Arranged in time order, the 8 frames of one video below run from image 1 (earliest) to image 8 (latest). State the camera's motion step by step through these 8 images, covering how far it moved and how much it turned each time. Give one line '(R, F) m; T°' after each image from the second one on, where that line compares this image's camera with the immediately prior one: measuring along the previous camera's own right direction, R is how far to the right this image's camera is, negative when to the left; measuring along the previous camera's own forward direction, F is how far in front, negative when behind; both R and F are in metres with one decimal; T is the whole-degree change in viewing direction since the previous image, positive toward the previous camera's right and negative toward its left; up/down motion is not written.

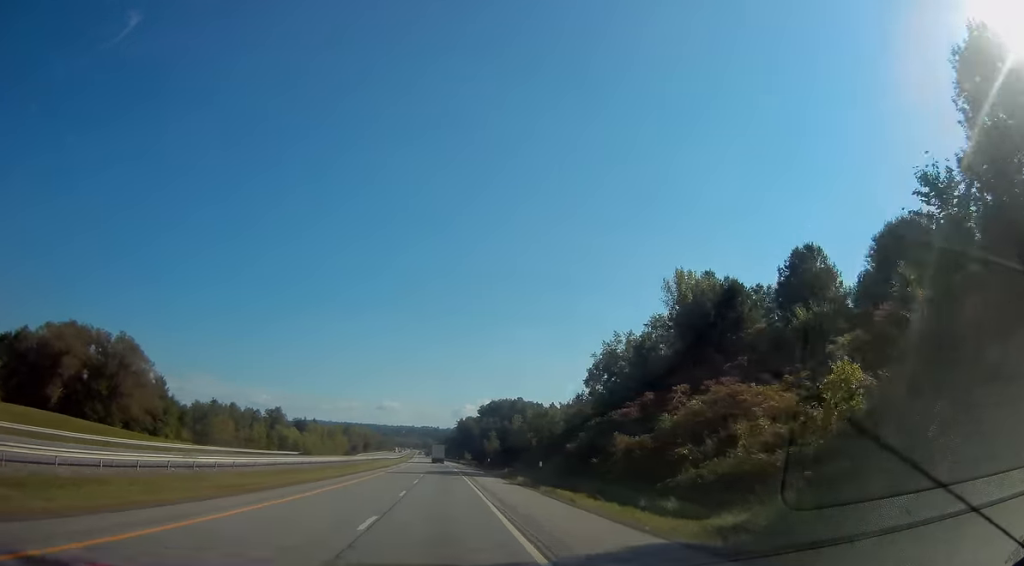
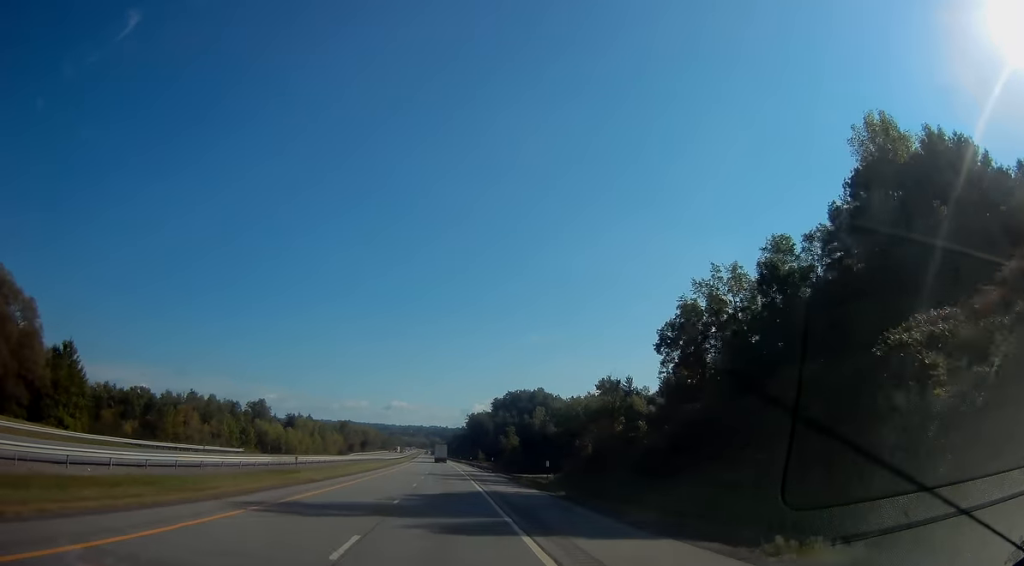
(-0.2, +41.3) m; 0°
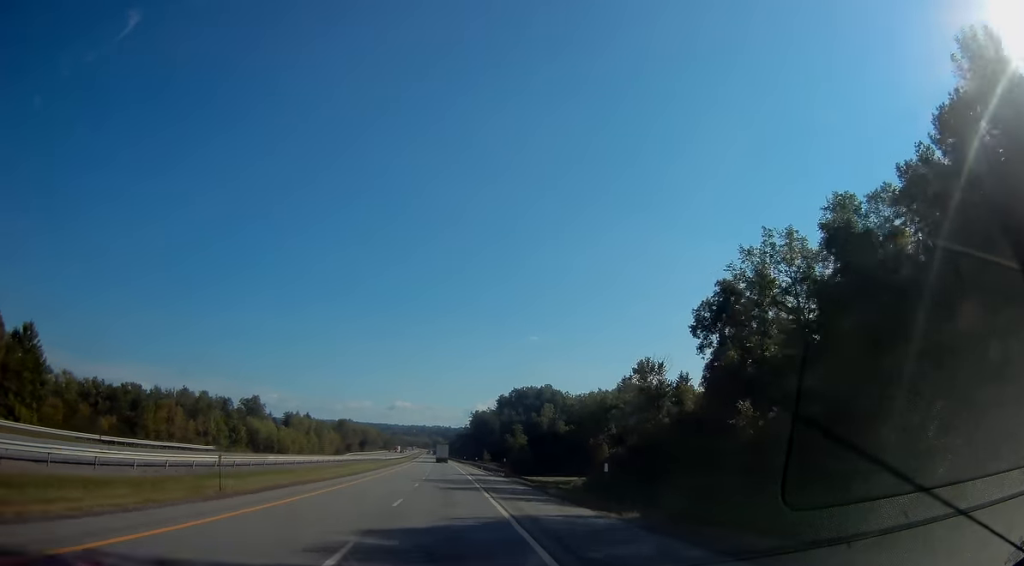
(0.0, +13.1) m; 0°
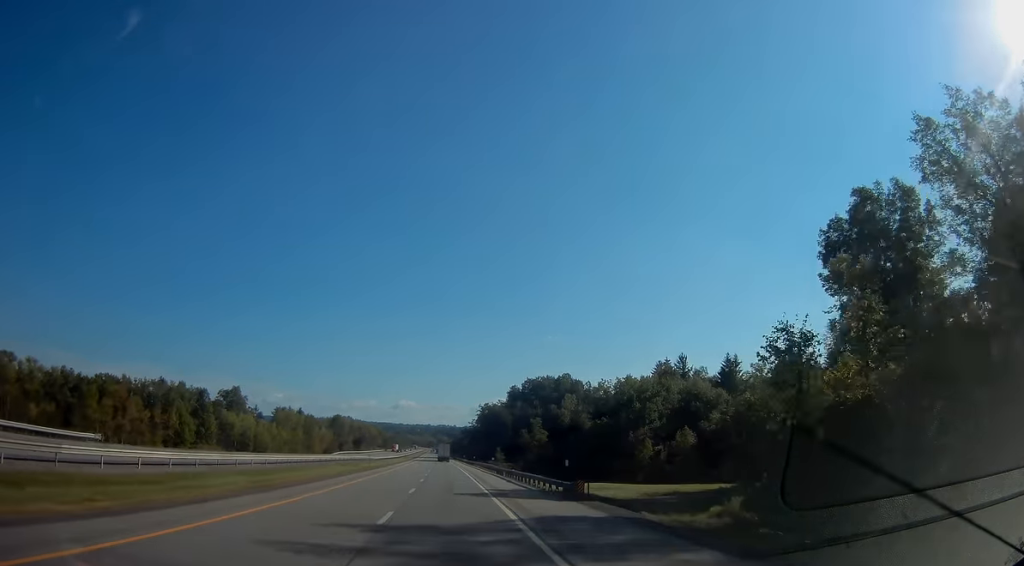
(-0.2, +30.2) m; -1°
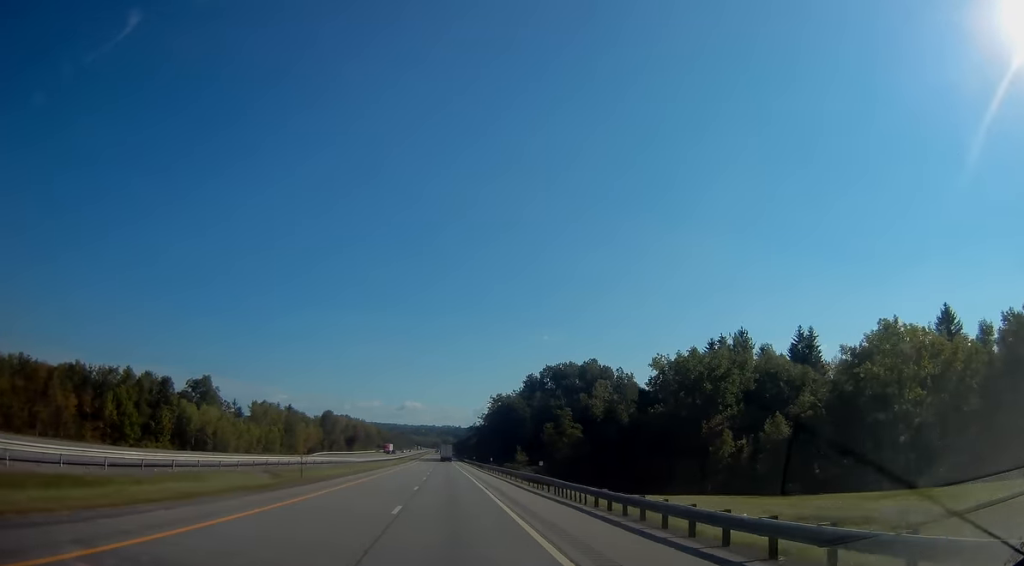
(-0.2, +34.2) m; 0°
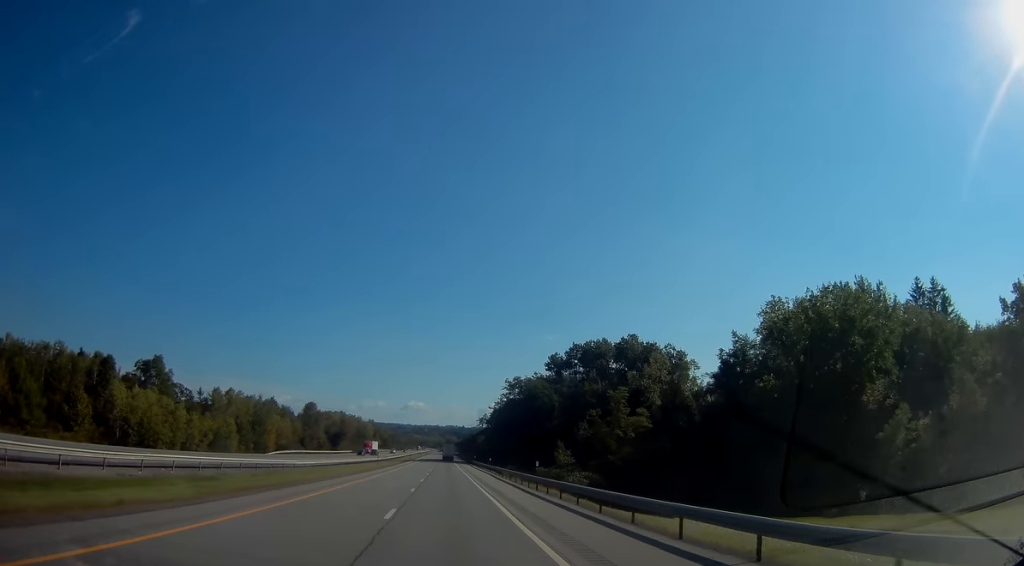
(+0.1, +38.1) m; -1°
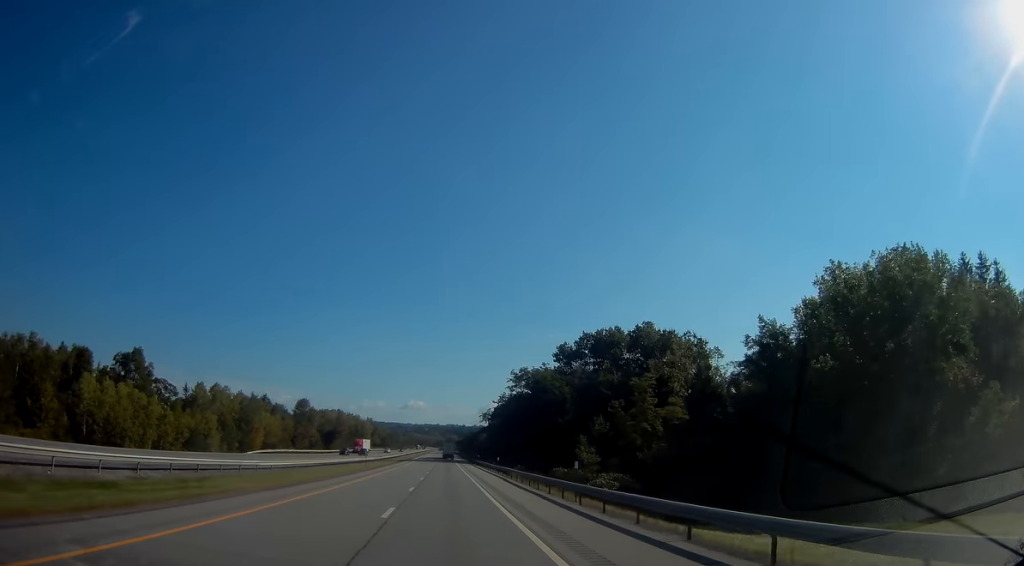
(-0.2, +12.0) m; 0°
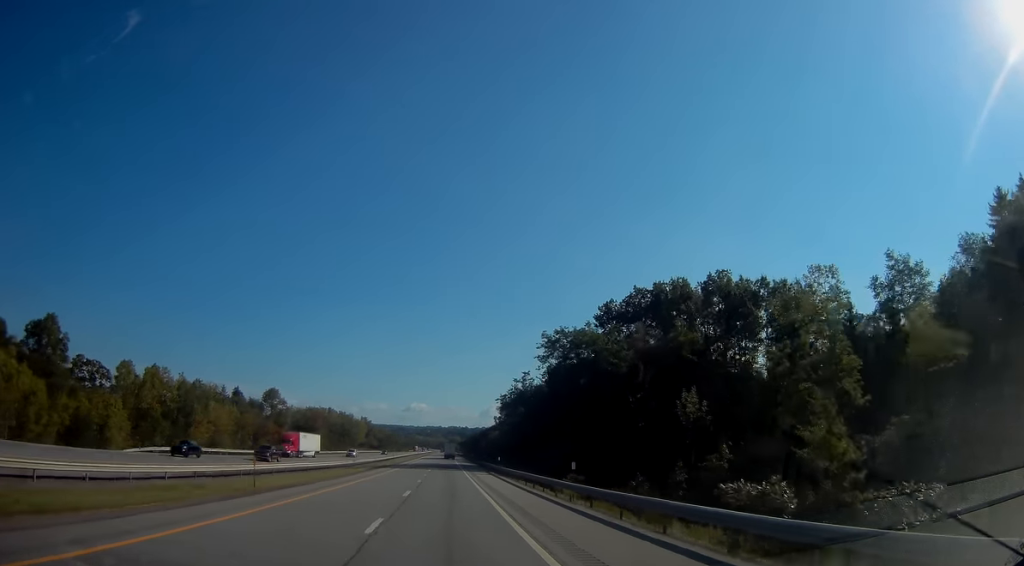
(0.0, +40.1) m; 0°
